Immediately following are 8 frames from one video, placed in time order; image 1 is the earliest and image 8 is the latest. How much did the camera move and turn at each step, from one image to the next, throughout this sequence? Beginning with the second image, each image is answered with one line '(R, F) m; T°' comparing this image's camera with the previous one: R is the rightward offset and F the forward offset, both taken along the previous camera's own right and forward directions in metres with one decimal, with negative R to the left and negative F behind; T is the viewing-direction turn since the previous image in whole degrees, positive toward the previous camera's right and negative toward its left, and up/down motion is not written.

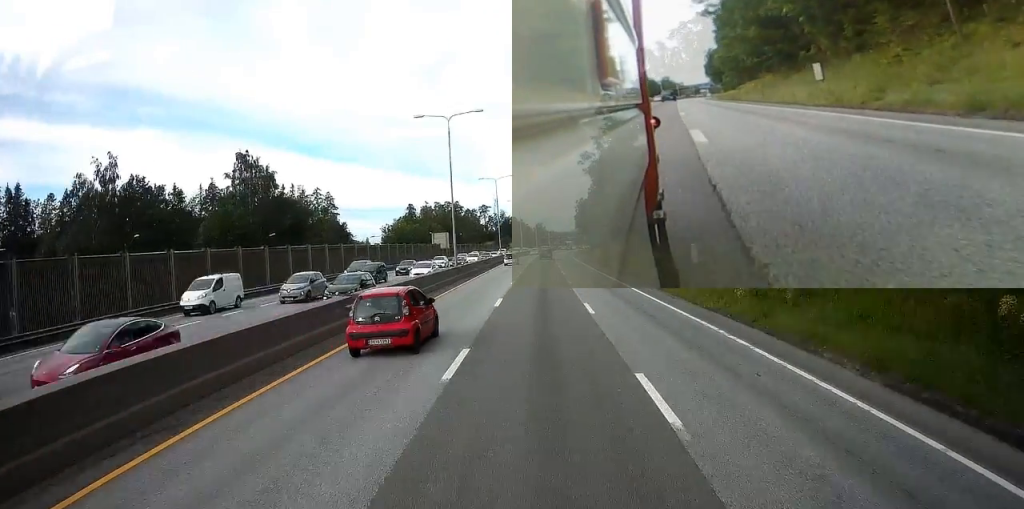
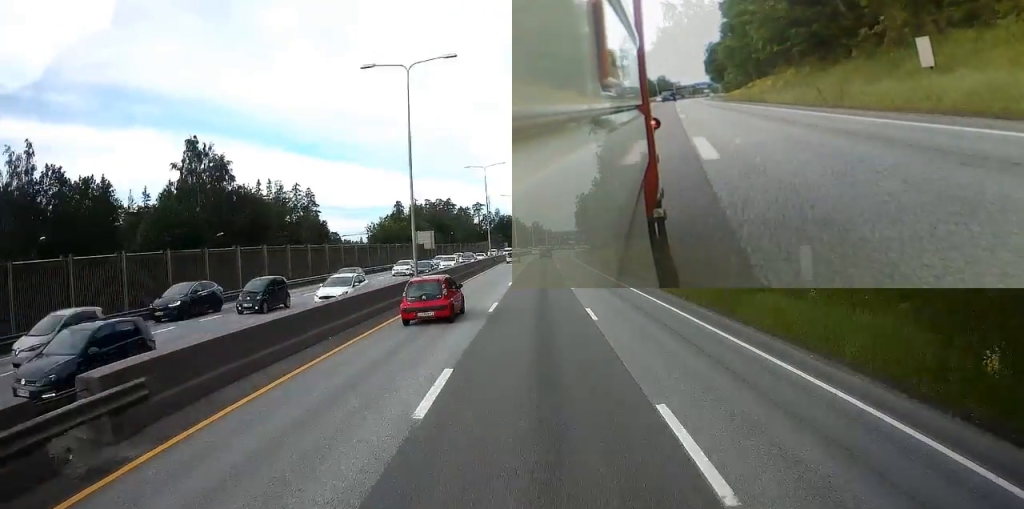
(+0.1, +14.3) m; +1°
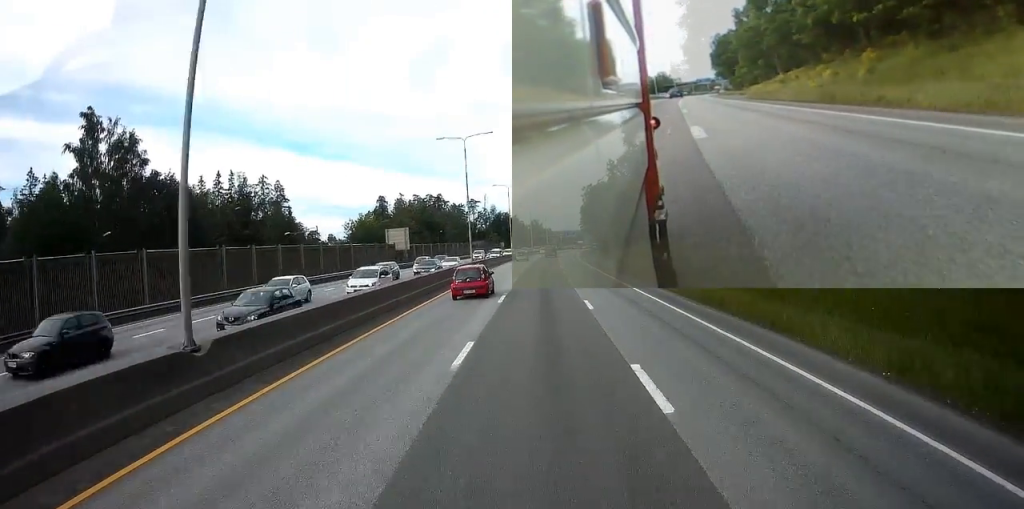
(+0.2, +20.3) m; 0°
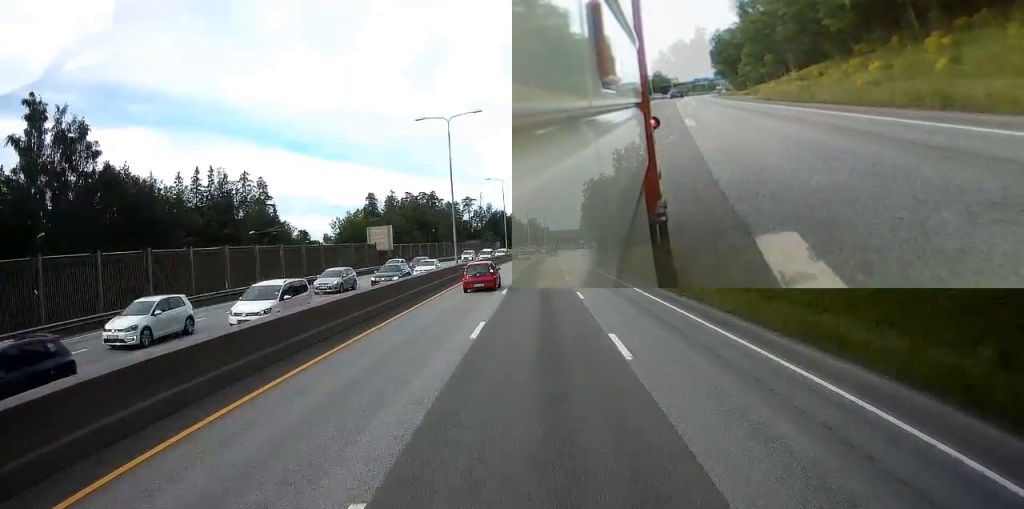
(-0.1, +8.6) m; 0°
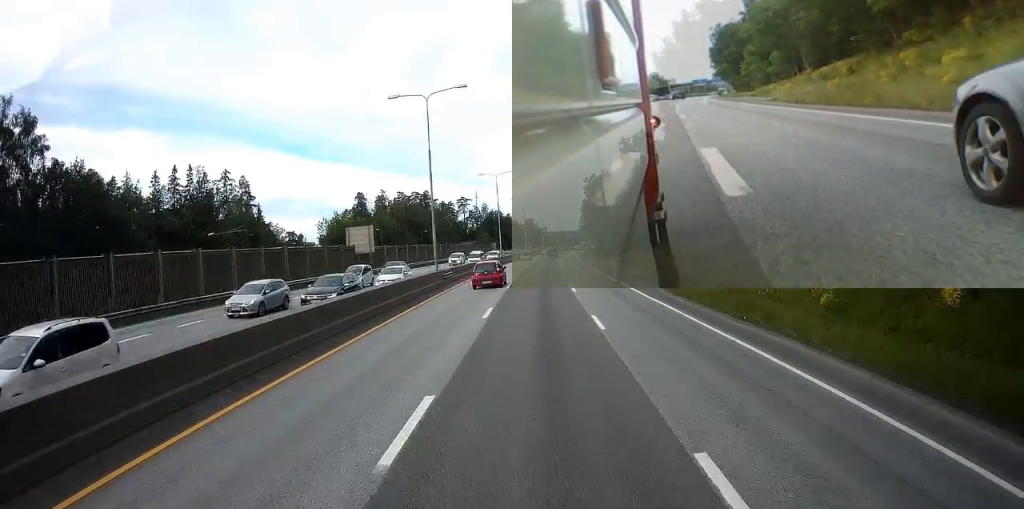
(0.0, +8.6) m; 0°
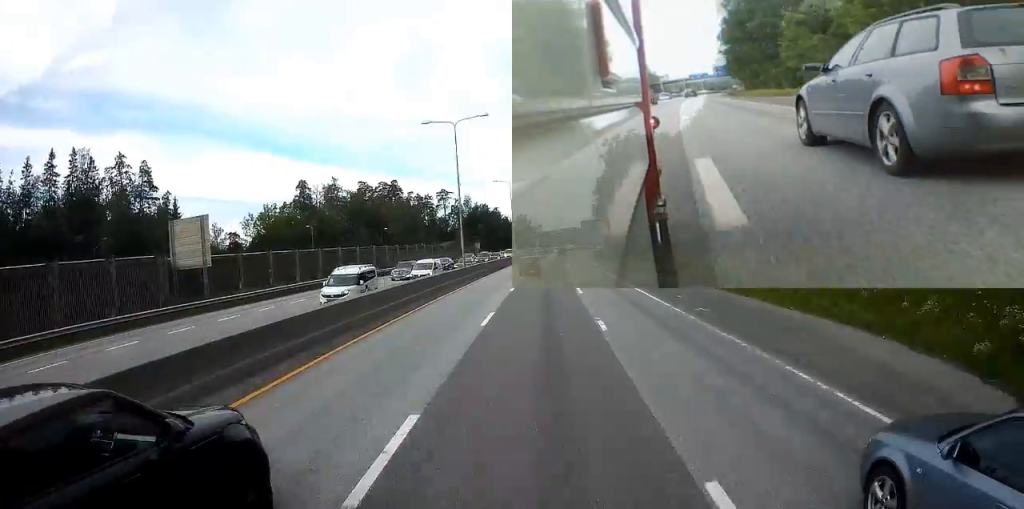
(+0.4, +35.7) m; +1°
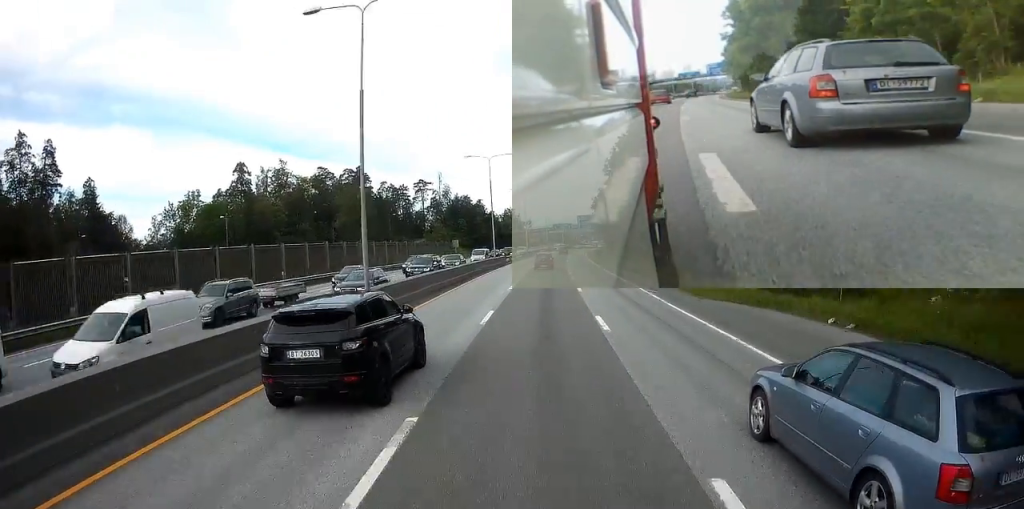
(0.0, +24.2) m; +1°
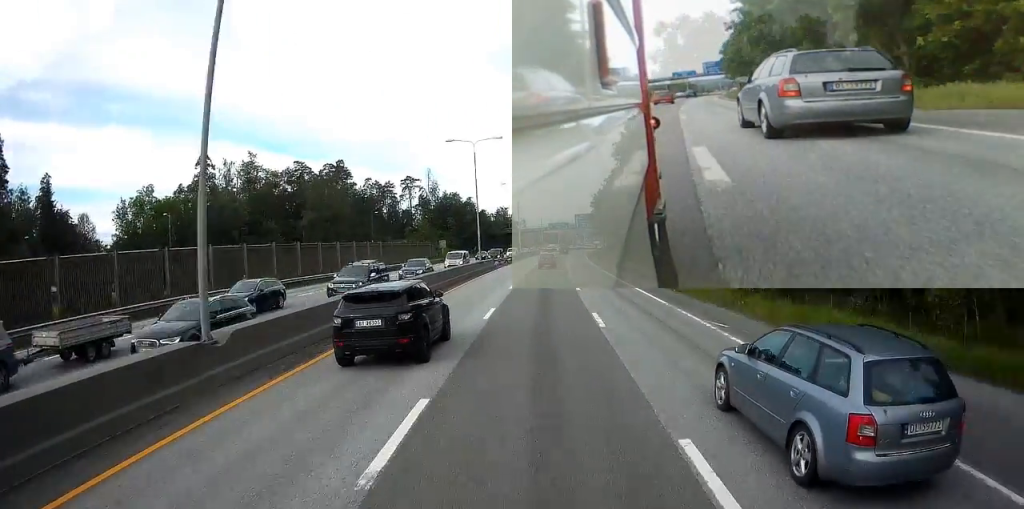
(+0.1, +11.1) m; +1°
